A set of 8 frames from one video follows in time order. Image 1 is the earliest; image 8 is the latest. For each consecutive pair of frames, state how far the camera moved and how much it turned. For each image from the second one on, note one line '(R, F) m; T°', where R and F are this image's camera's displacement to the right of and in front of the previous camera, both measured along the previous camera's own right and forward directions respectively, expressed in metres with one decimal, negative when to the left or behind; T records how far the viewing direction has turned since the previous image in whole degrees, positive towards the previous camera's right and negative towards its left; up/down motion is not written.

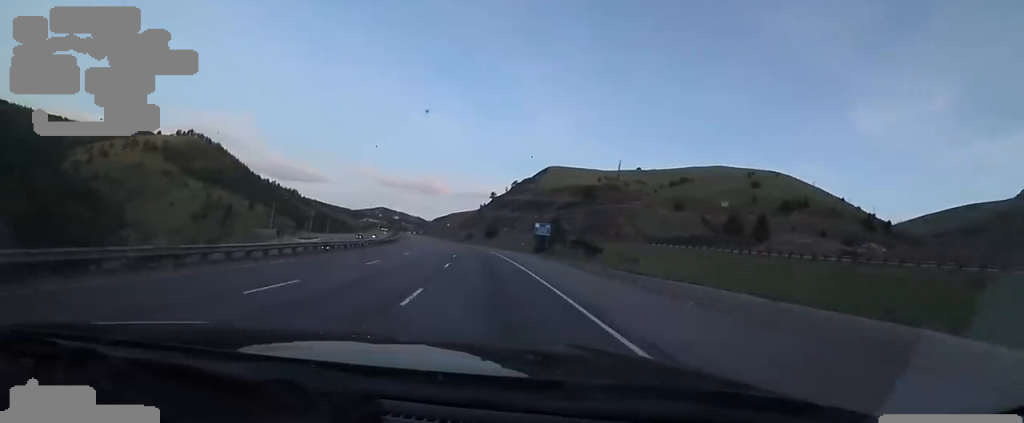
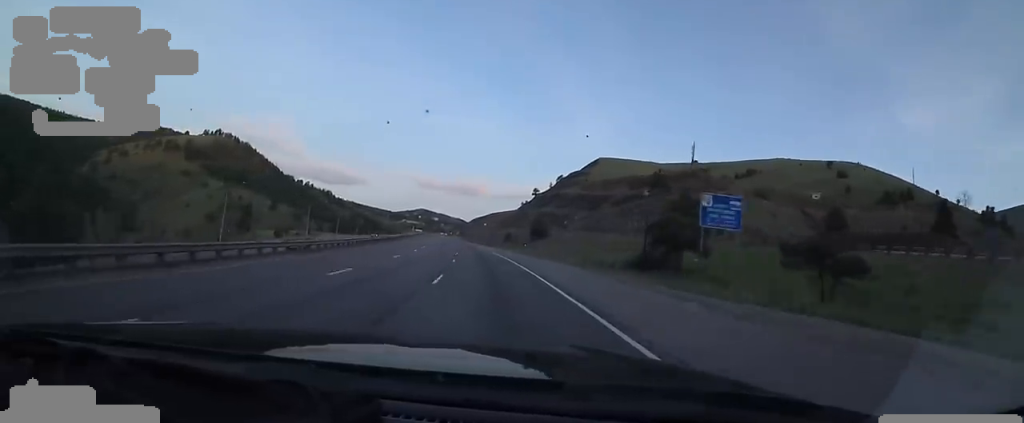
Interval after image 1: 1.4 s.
(0.0, +43.7) m; -3°
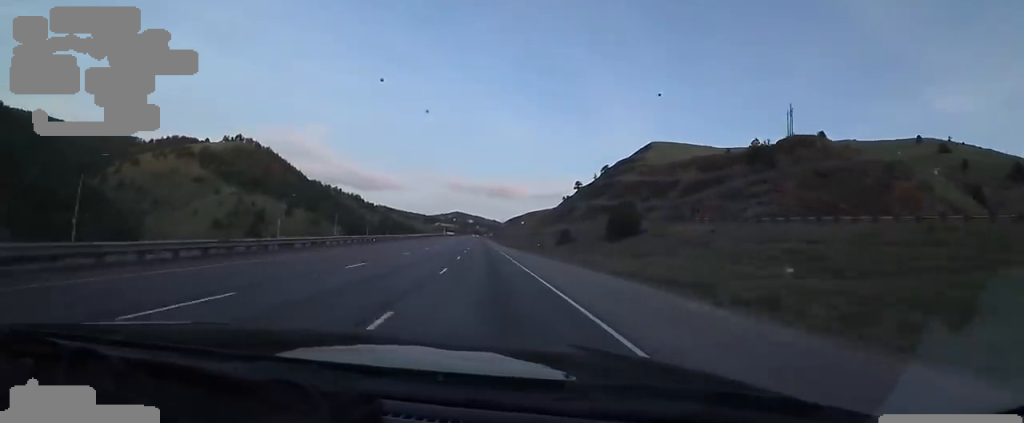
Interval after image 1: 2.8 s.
(-3.4, +44.4) m; -6°
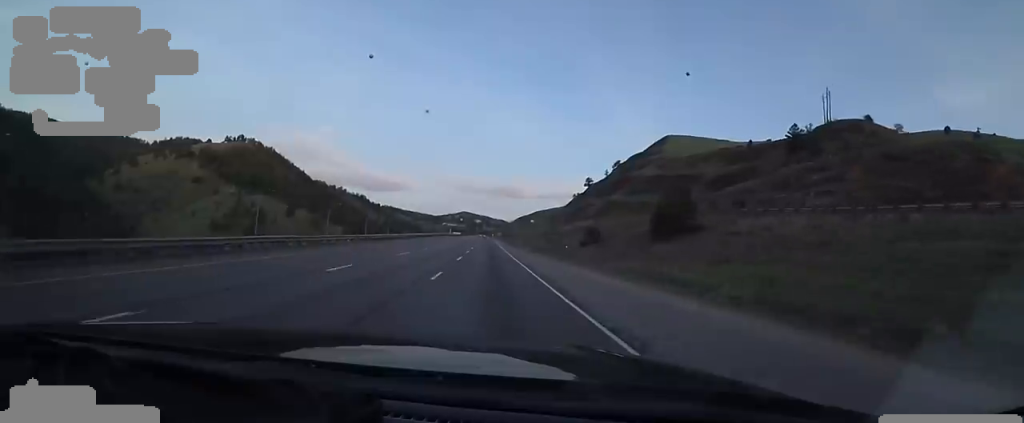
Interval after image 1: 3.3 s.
(+0.2, +14.4) m; 0°
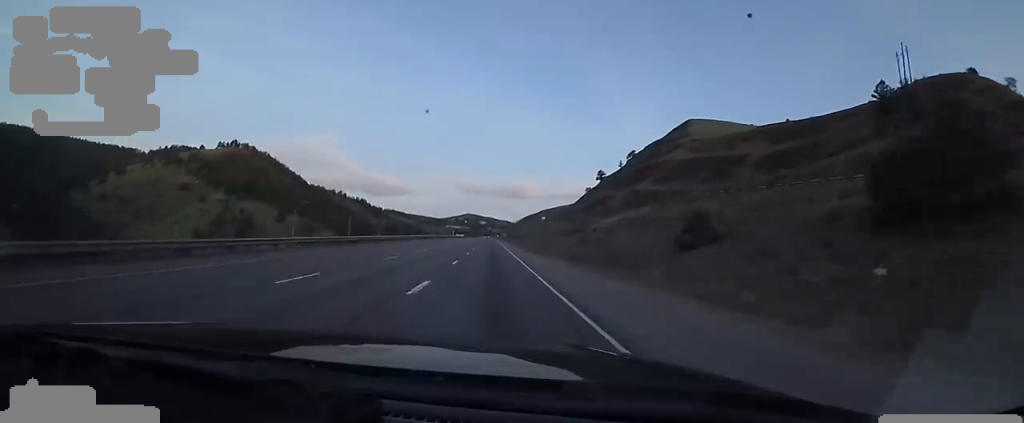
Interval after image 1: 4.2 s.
(+0.7, +27.7) m; -1°
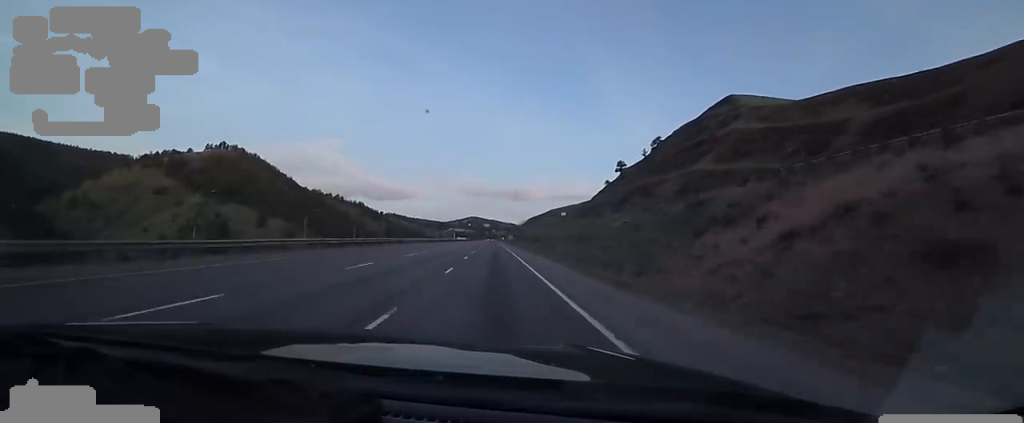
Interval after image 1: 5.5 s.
(-1.6, +41.6) m; -2°
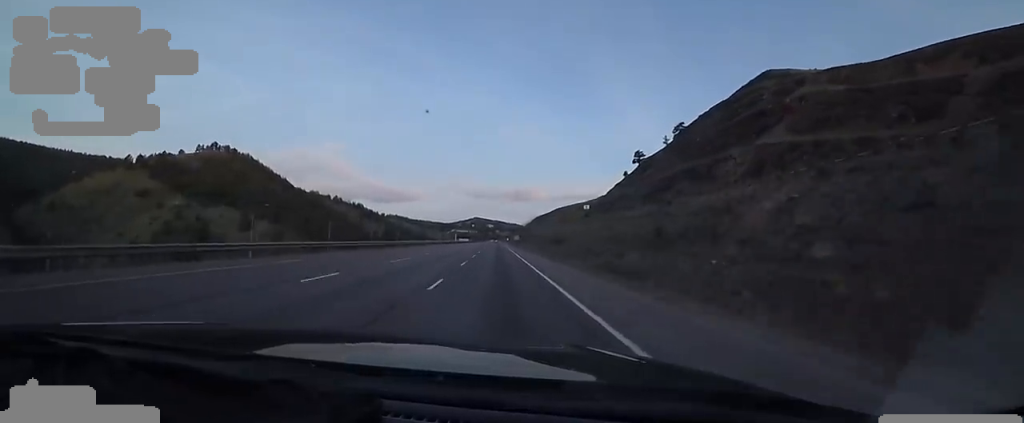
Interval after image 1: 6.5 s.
(0.0, +29.5) m; +1°
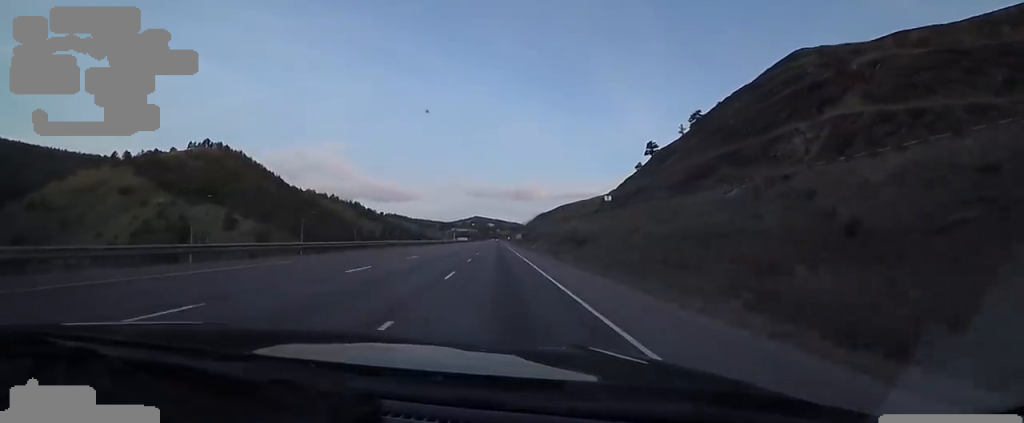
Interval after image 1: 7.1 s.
(-0.1, +19.9) m; +1°
